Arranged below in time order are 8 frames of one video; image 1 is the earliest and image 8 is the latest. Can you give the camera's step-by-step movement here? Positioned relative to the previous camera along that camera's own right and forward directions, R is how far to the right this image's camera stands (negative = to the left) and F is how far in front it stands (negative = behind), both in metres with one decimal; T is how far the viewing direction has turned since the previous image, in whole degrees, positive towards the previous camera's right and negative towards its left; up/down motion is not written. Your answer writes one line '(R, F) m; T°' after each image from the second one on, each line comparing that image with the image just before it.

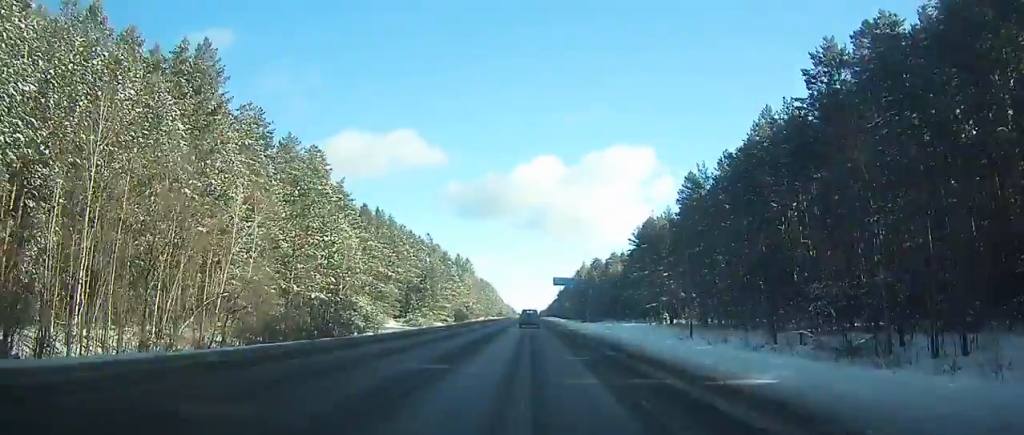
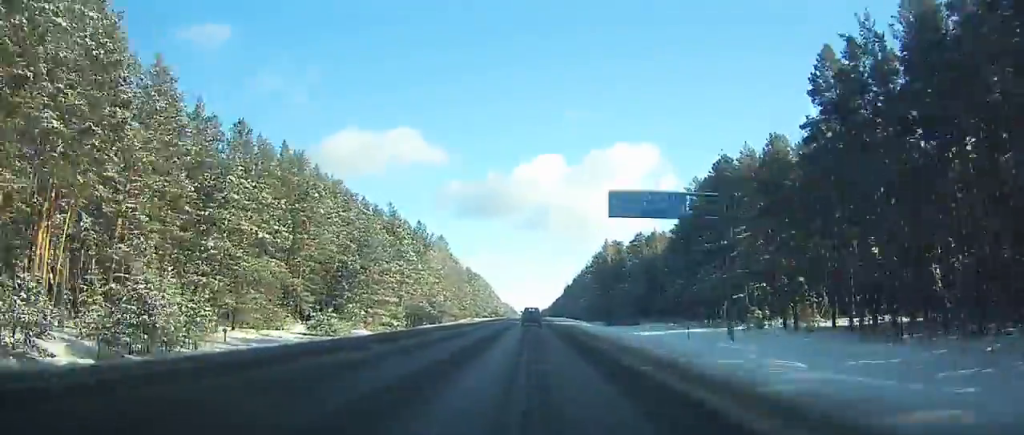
(0.0, +53.3) m; 0°
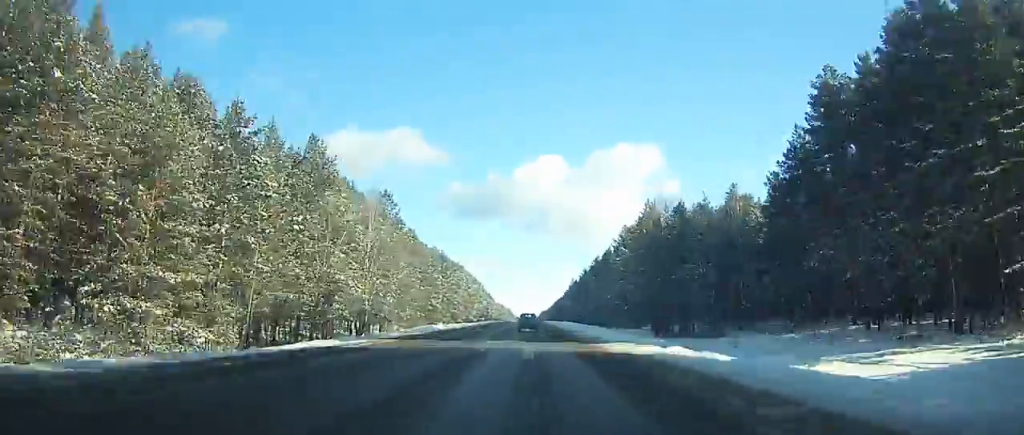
(0.0, +48.8) m; 0°
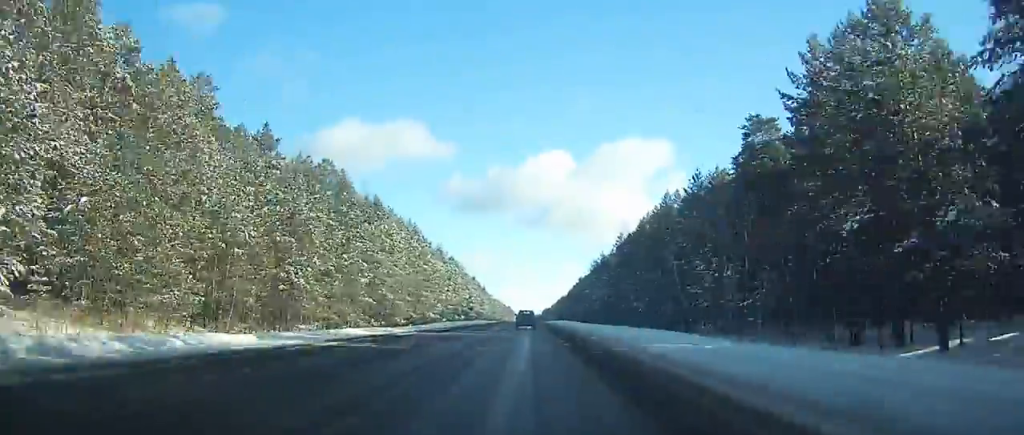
(-0.1, +68.0) m; 0°
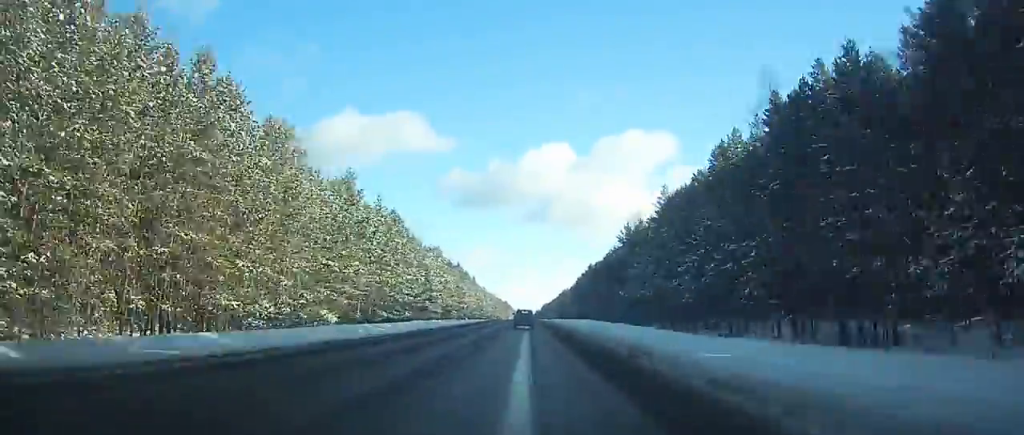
(0.0, +63.4) m; 0°
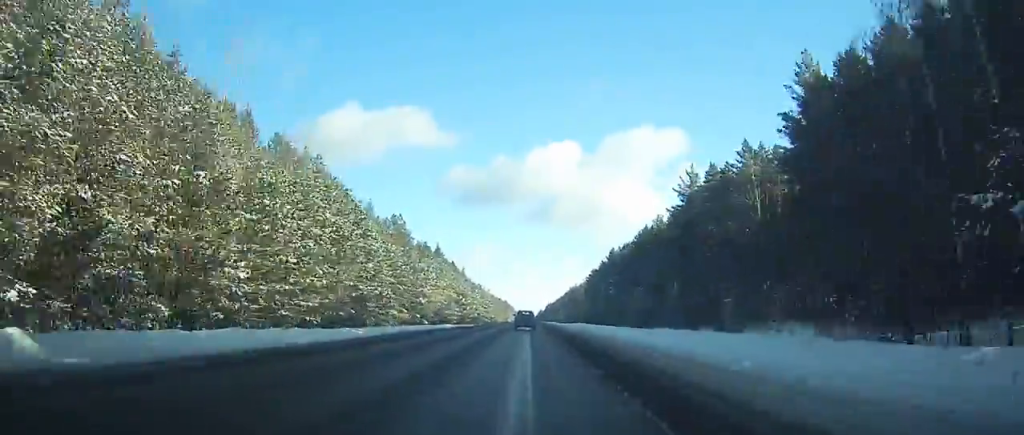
(+0.1, +66.4) m; 0°
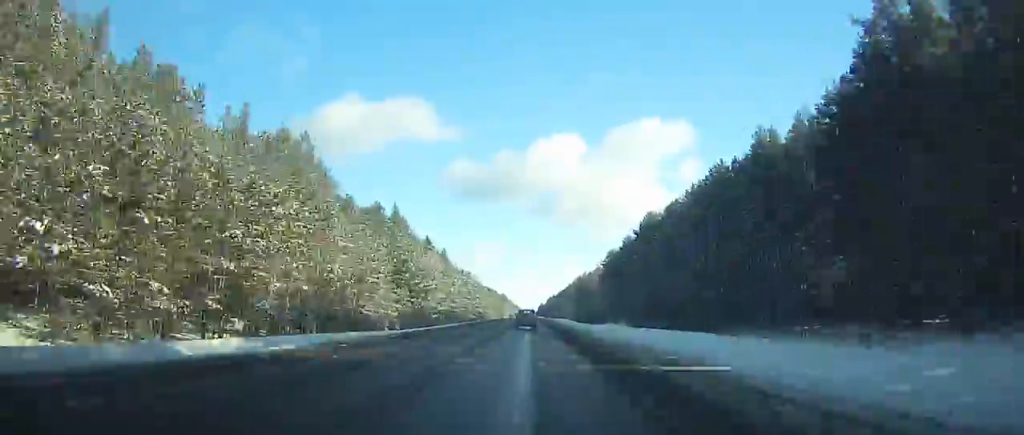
(0.0, +61.1) m; 0°
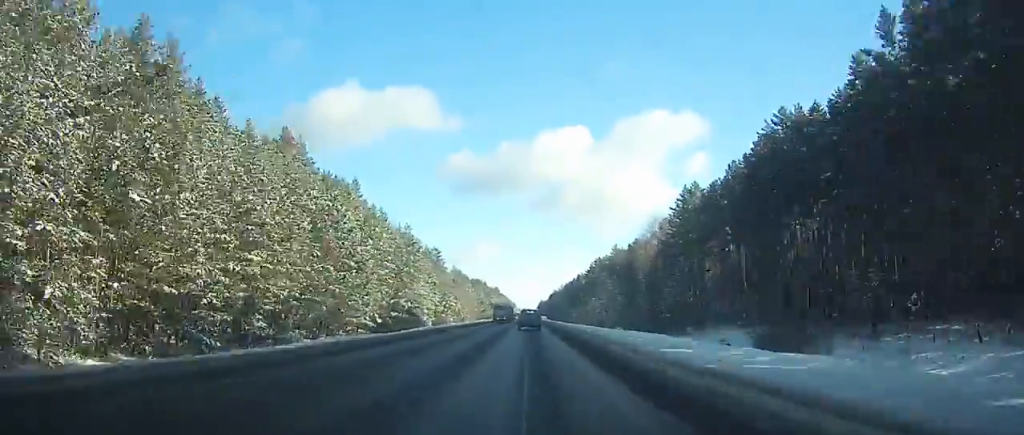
(-0.2, +107.1) m; 0°
